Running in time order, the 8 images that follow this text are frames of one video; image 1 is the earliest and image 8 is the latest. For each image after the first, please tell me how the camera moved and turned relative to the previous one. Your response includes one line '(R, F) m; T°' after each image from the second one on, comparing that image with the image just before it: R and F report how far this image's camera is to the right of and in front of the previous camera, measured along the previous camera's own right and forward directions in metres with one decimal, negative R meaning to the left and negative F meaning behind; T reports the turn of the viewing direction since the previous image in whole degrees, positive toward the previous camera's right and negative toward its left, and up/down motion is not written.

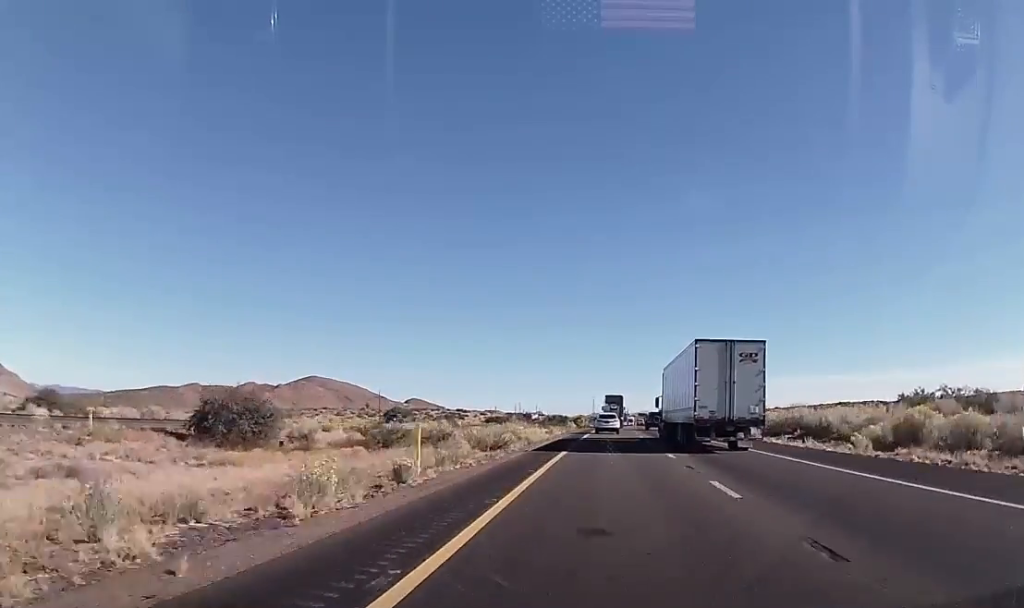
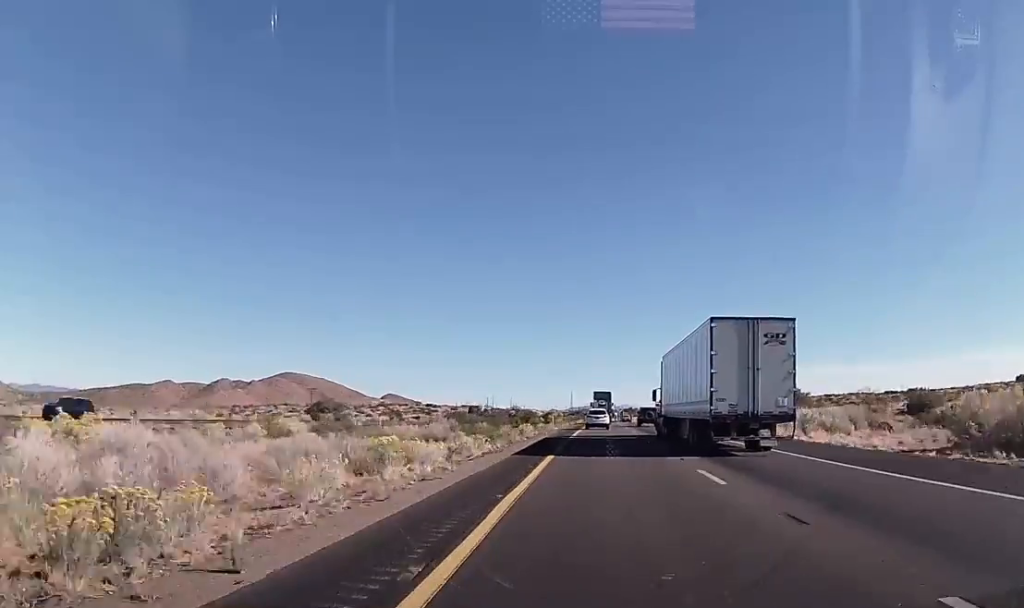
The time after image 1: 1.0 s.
(+0.5, +35.8) m; +2°
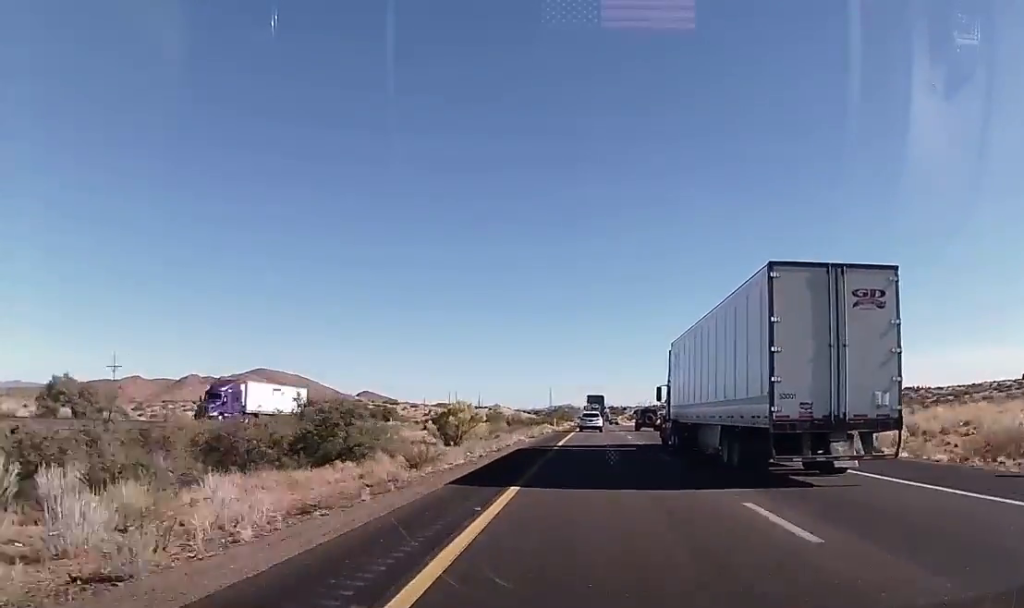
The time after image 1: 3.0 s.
(+1.1, +68.5) m; +2°
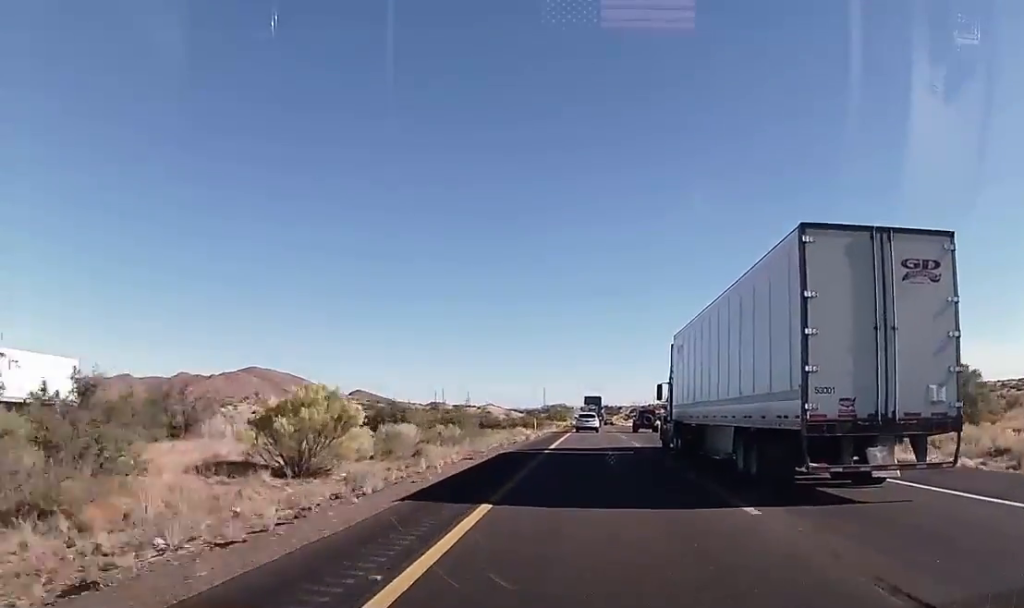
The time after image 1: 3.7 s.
(0.0, +22.6) m; +1°
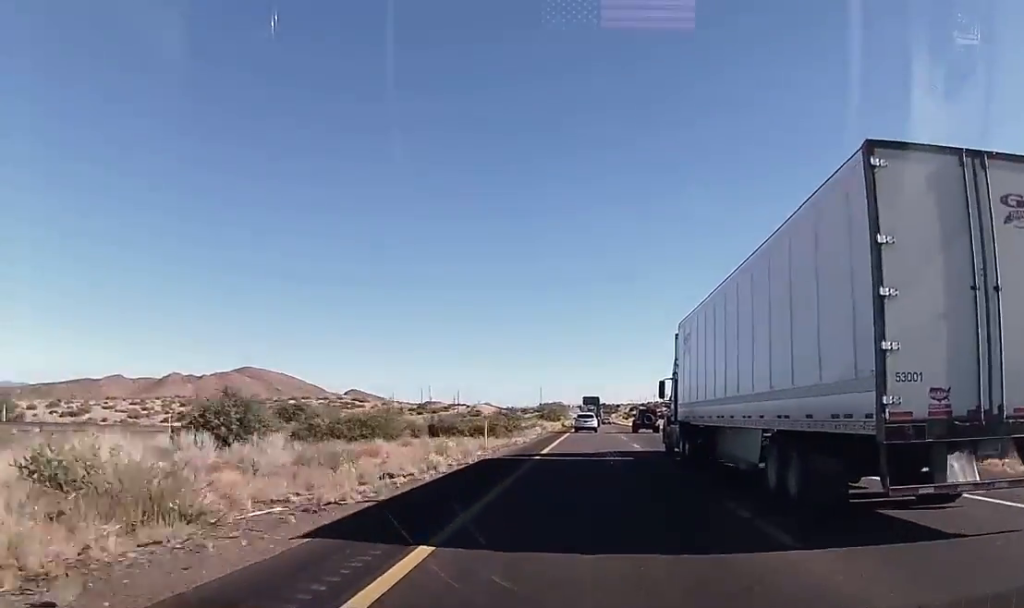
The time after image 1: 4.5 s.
(+0.3, +27.4) m; +1°
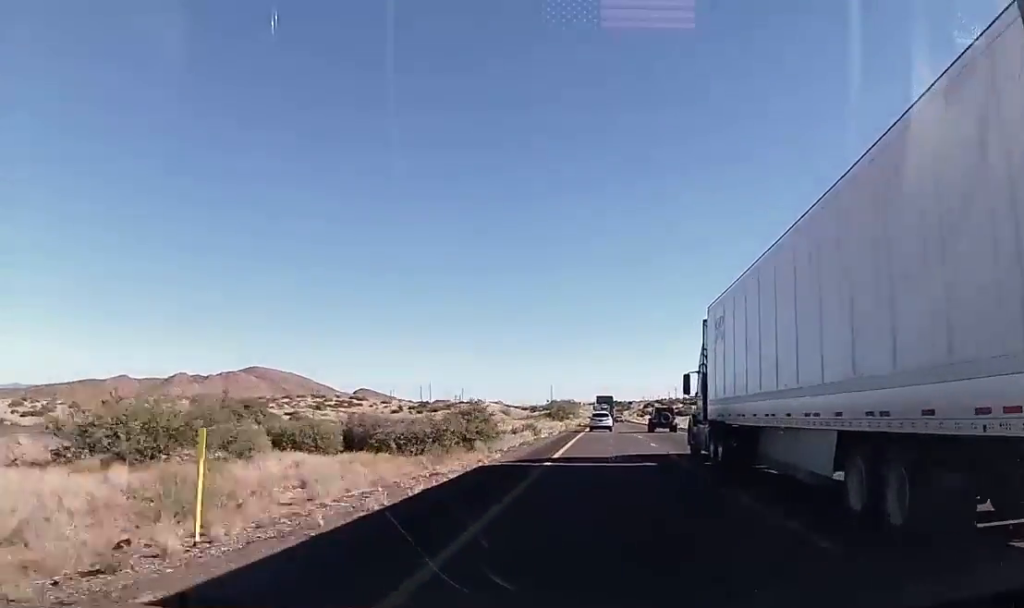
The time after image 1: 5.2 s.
(0.0, +25.3) m; -1°
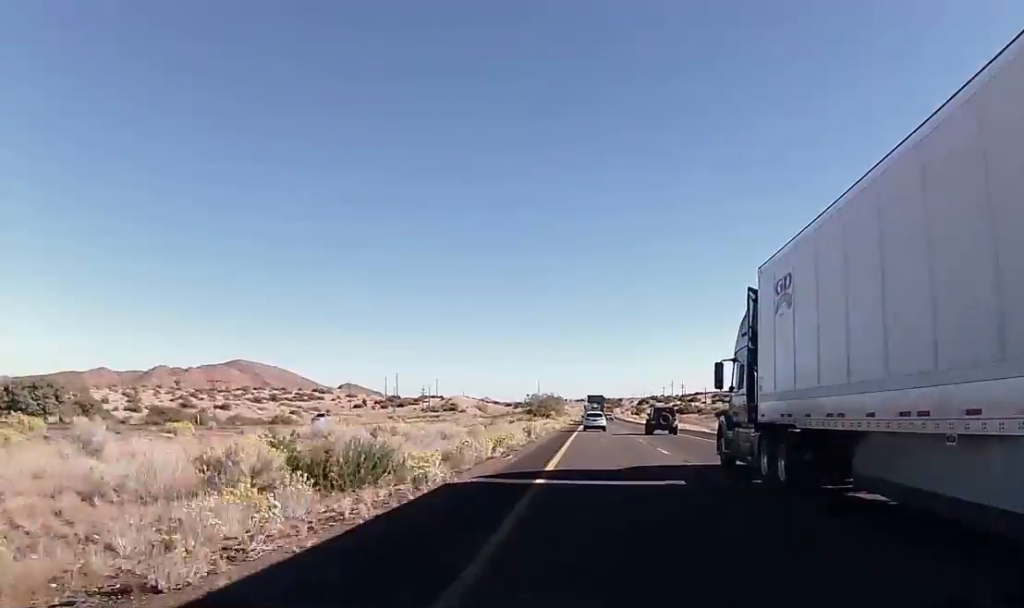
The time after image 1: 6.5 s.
(-0.7, +42.5) m; -1°
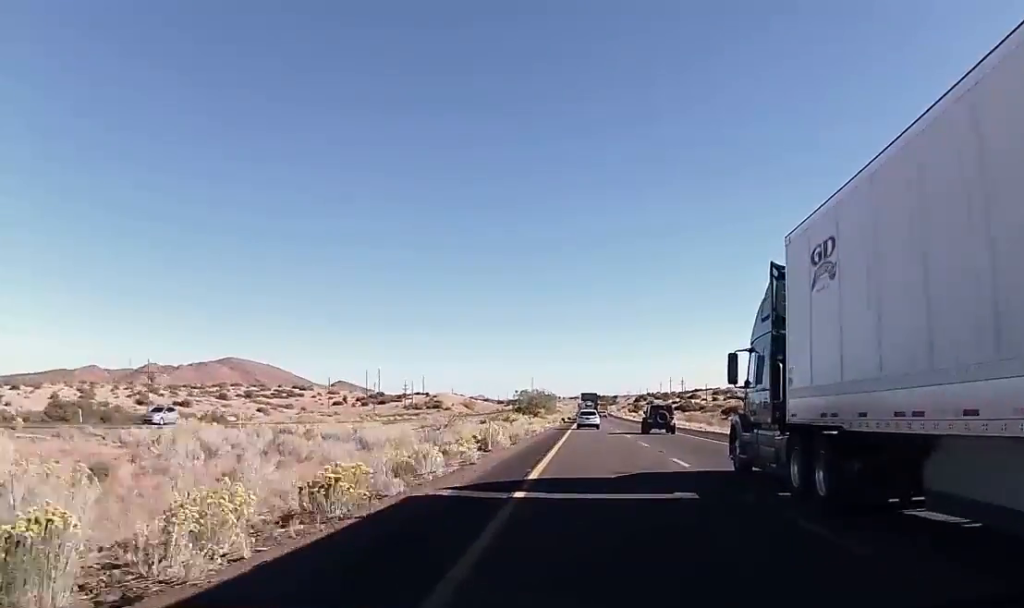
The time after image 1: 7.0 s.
(+0.2, +19.6) m; +1°
